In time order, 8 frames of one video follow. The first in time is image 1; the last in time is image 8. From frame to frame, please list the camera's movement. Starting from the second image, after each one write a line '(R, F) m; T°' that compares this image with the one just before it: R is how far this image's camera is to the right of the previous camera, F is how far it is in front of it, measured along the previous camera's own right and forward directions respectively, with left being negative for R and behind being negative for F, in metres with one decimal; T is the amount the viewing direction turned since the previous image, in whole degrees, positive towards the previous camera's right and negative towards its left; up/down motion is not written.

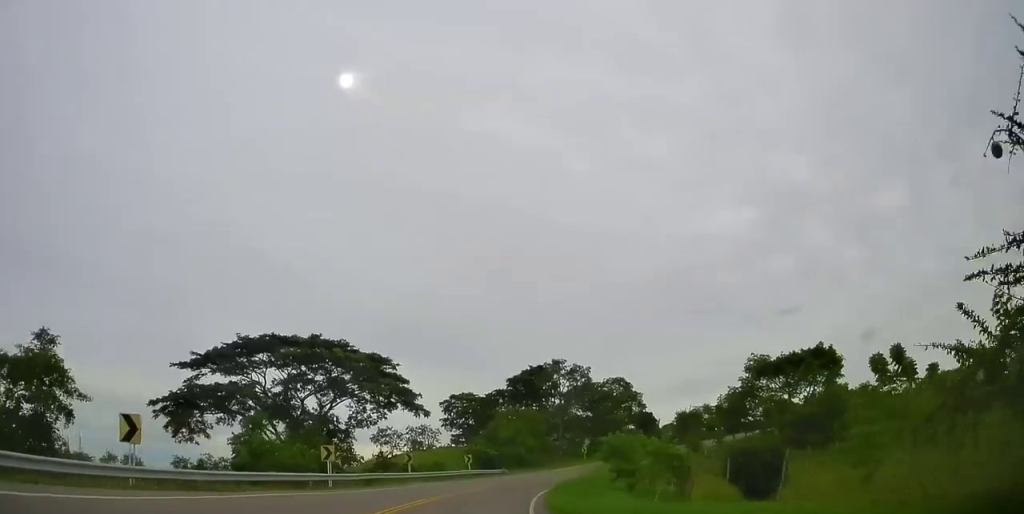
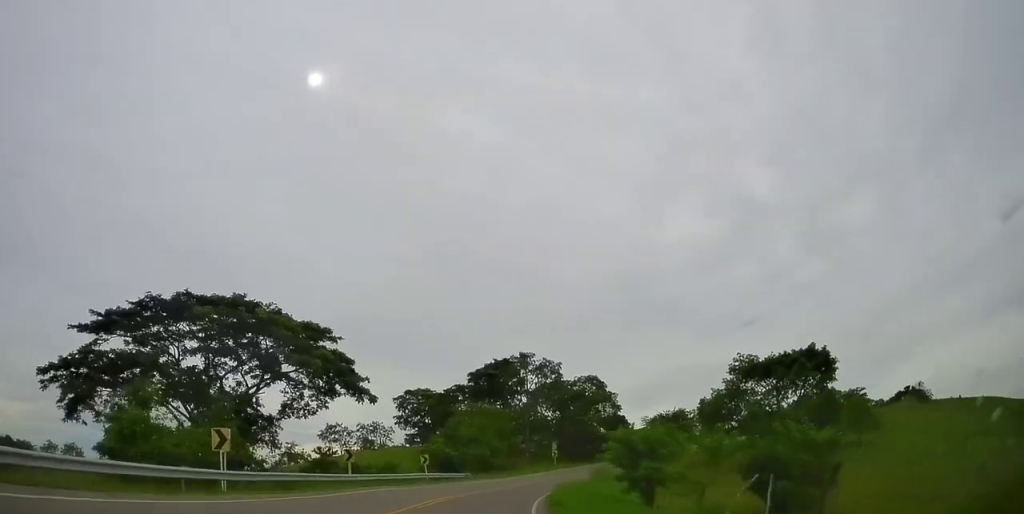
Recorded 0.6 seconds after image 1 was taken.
(+0.7, +10.0) m; +5°
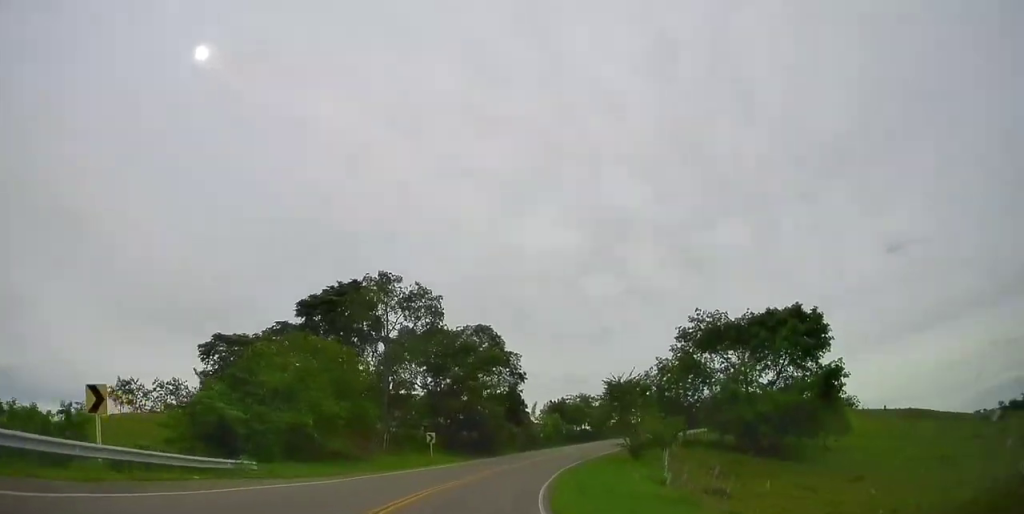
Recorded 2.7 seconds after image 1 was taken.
(+4.7, +31.2) m; +18°
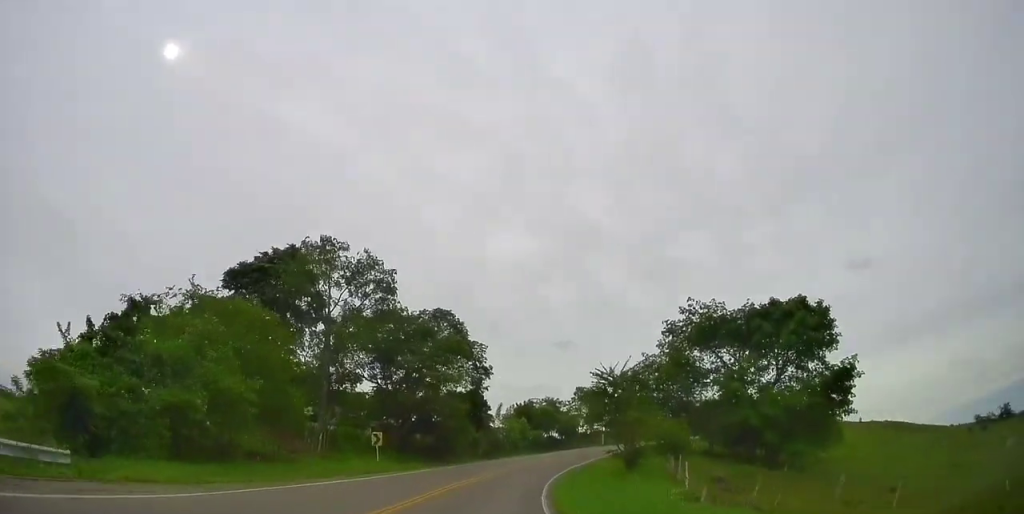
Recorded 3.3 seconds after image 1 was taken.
(+0.4, +9.1) m; +4°
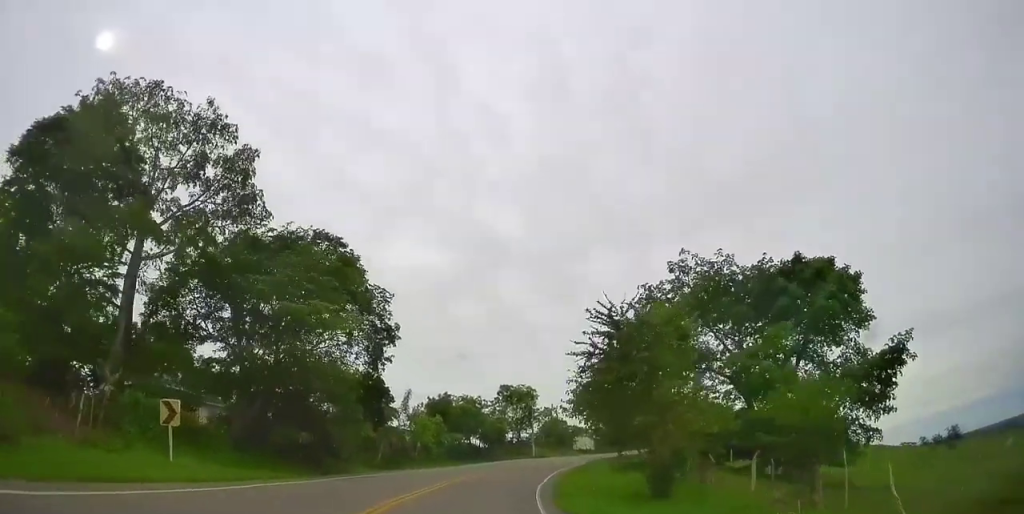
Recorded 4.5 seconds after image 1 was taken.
(+1.0, +18.3) m; +6°
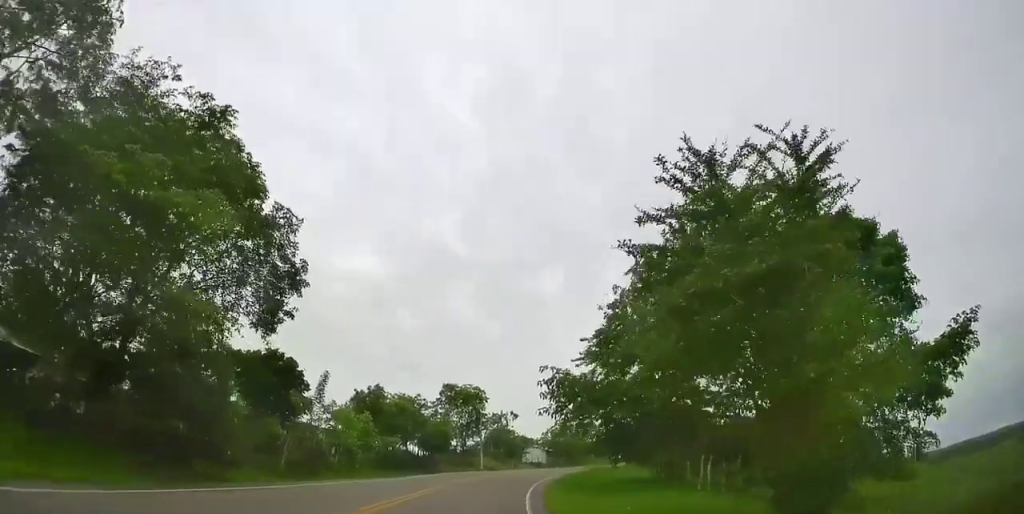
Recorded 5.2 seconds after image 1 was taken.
(+0.3, +11.7) m; +5°
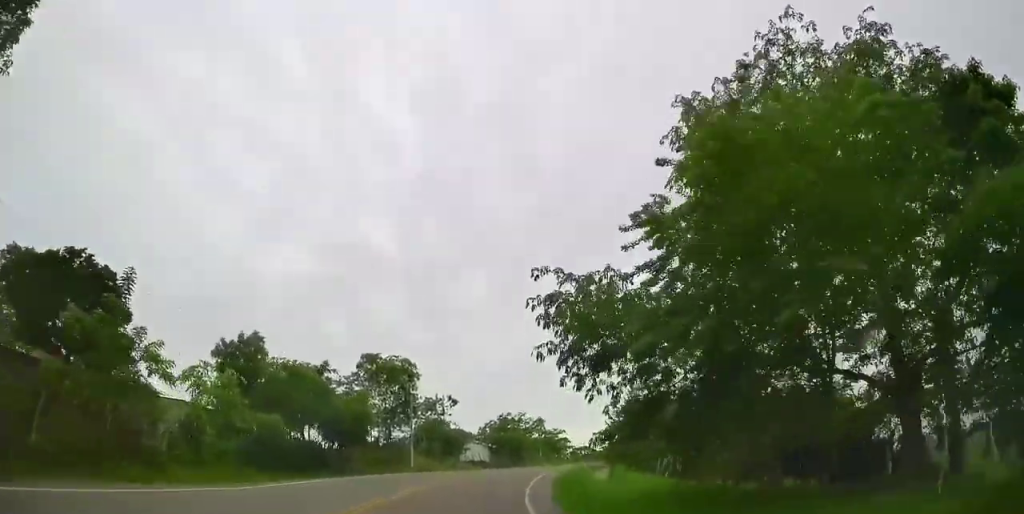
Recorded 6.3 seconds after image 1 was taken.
(+1.5, +16.2) m; +9°
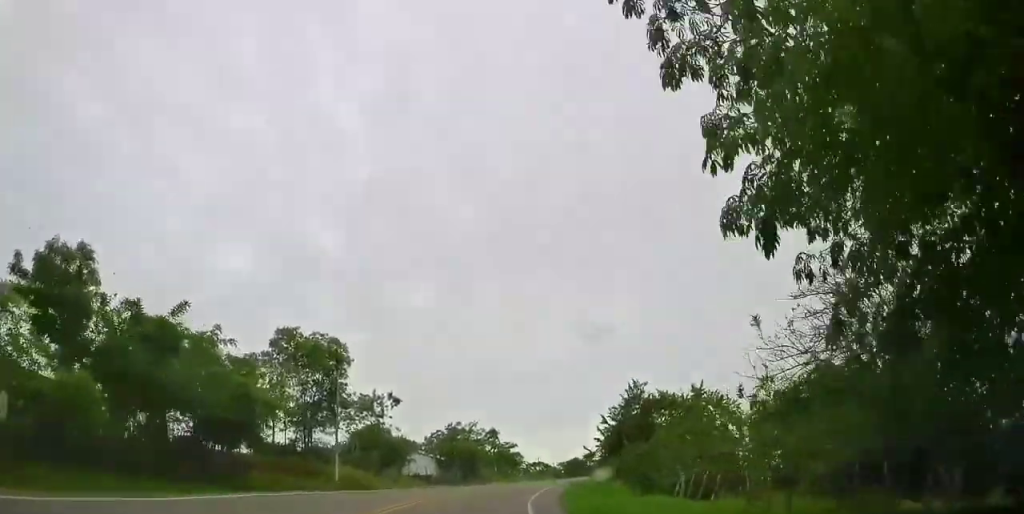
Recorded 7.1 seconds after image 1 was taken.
(+0.4, +12.4) m; +7°
